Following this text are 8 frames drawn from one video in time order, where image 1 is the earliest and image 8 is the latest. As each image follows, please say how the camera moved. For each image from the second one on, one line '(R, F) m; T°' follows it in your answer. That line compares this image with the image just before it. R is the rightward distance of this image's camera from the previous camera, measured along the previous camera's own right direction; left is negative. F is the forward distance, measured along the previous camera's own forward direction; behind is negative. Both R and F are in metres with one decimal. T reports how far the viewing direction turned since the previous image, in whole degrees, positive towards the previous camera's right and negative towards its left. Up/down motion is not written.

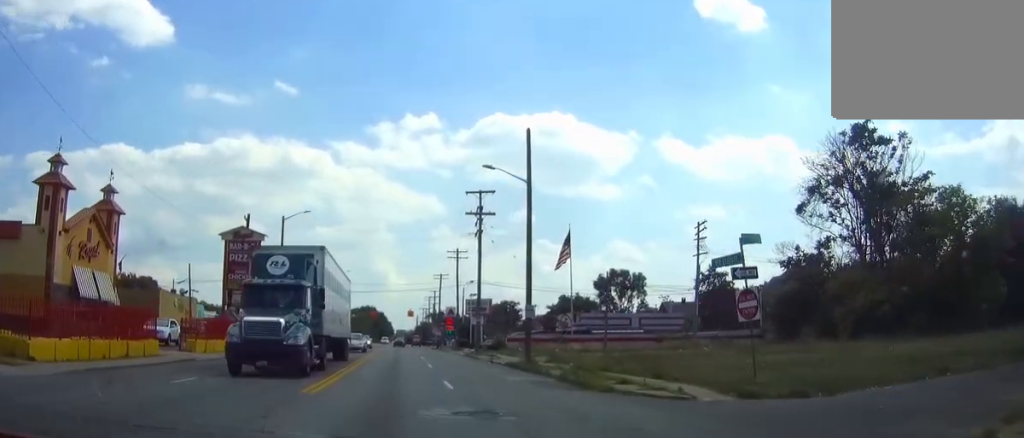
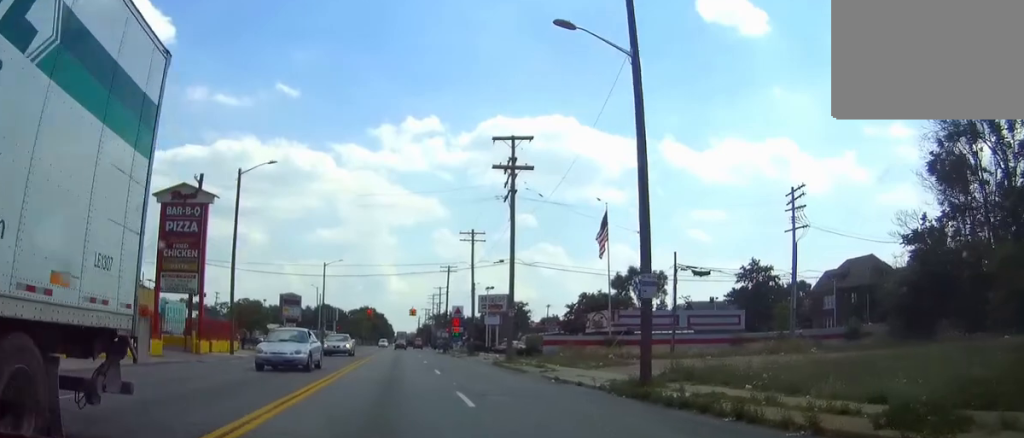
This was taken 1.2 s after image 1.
(+0.2, +16.5) m; +1°
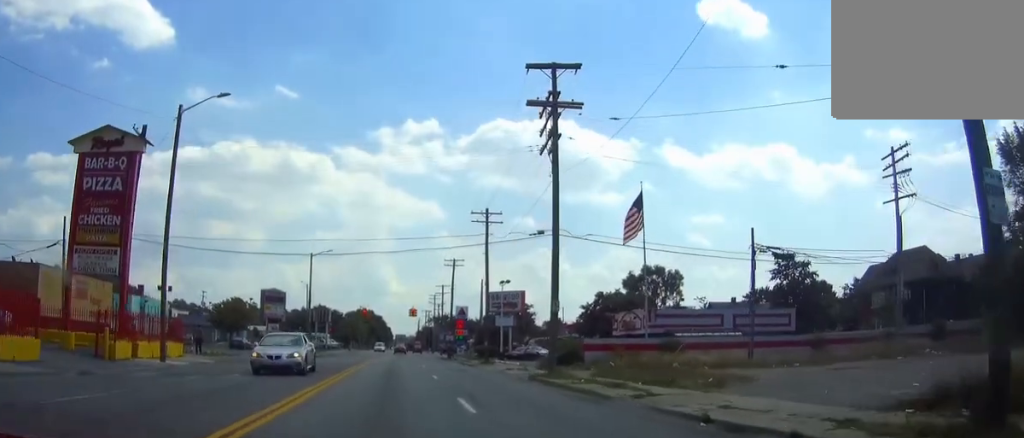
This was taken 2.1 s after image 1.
(0.0, +12.0) m; +1°
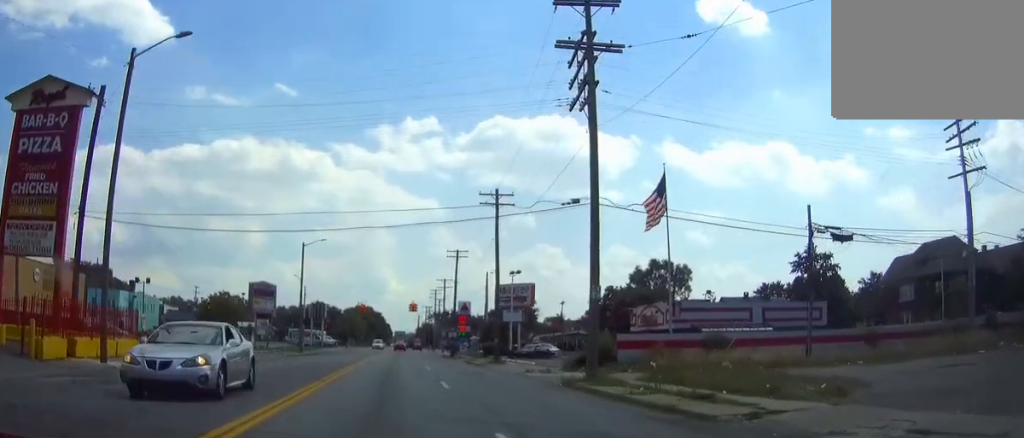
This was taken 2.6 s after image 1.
(0.0, +6.0) m; 0°
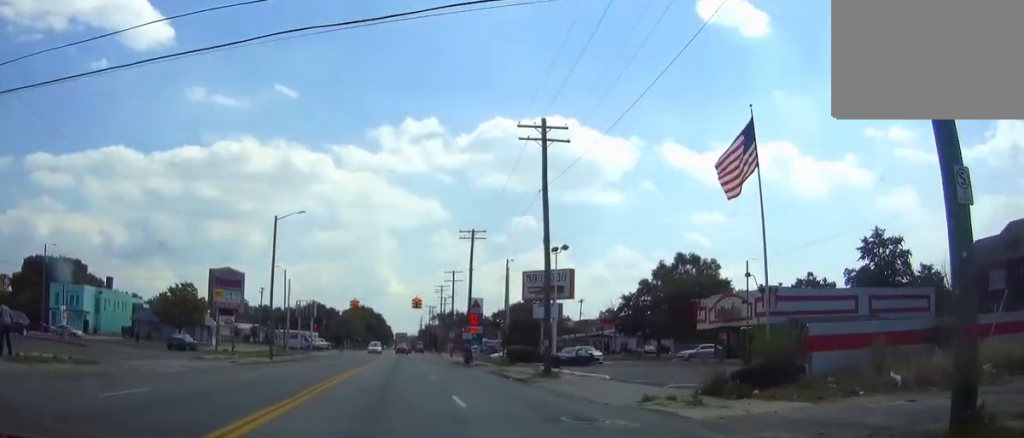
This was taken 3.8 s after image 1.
(+0.1, +16.2) m; 0°
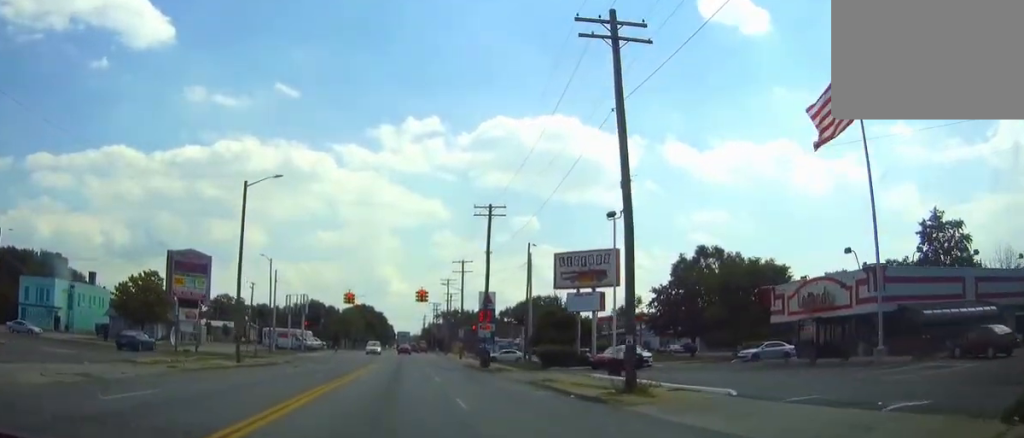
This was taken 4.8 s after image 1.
(-0.1, +11.6) m; -1°
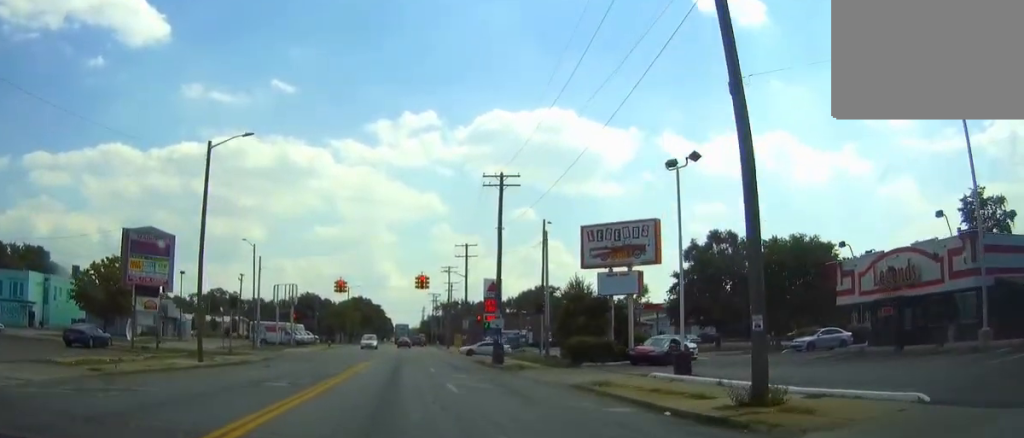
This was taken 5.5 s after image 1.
(-0.1, +8.0) m; 0°
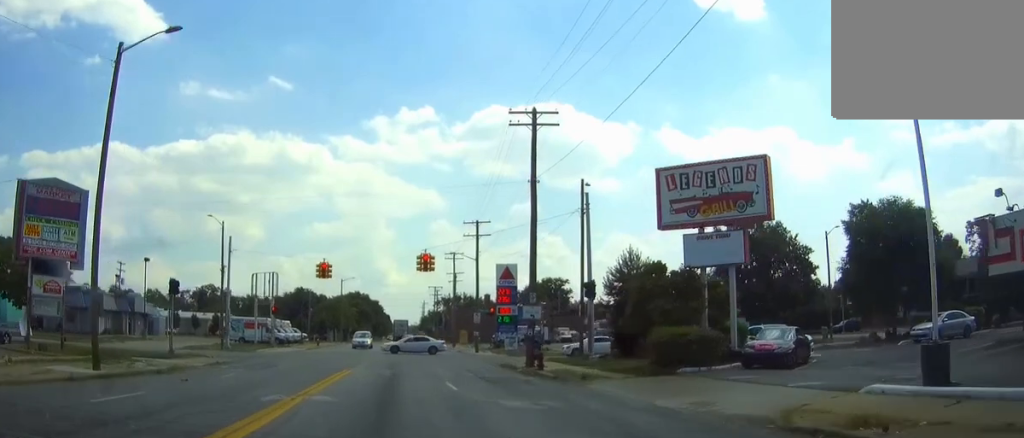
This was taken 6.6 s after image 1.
(+0.1, +11.8) m; 0°
